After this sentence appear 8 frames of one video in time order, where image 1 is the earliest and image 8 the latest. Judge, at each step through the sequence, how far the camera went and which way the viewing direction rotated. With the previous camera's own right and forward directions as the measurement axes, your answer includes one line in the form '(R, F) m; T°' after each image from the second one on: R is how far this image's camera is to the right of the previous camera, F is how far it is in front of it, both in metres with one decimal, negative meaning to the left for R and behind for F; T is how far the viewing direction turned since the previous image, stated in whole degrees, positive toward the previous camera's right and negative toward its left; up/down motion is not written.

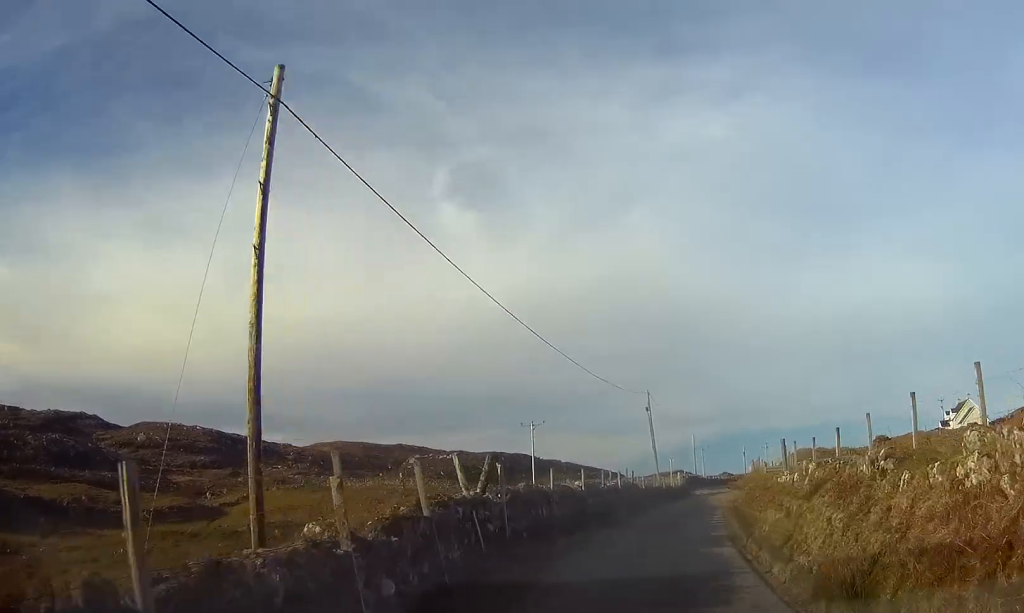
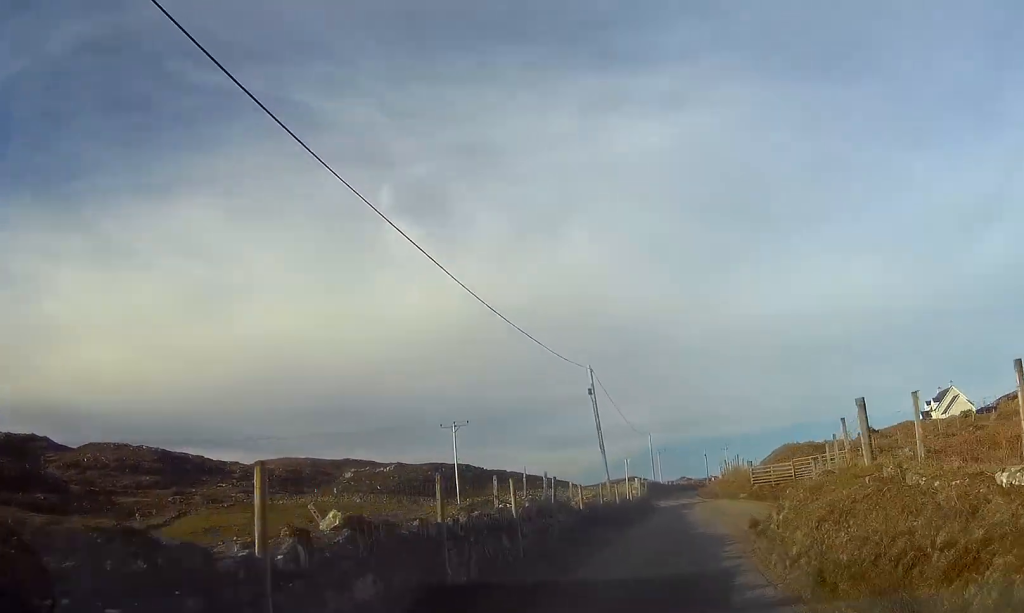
(+0.4, +14.5) m; +4°
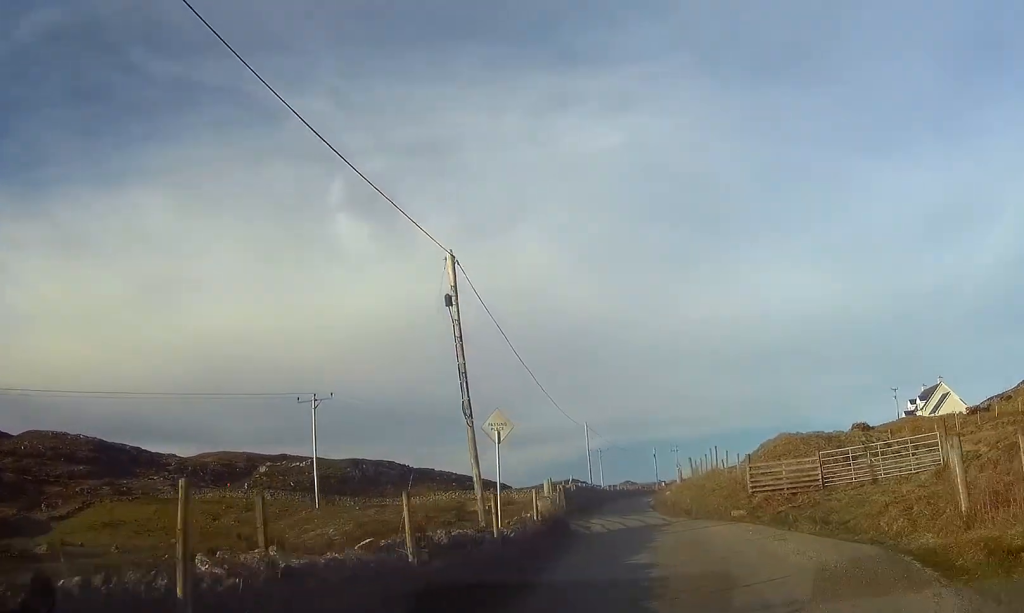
(+0.9, +18.9) m; +2°
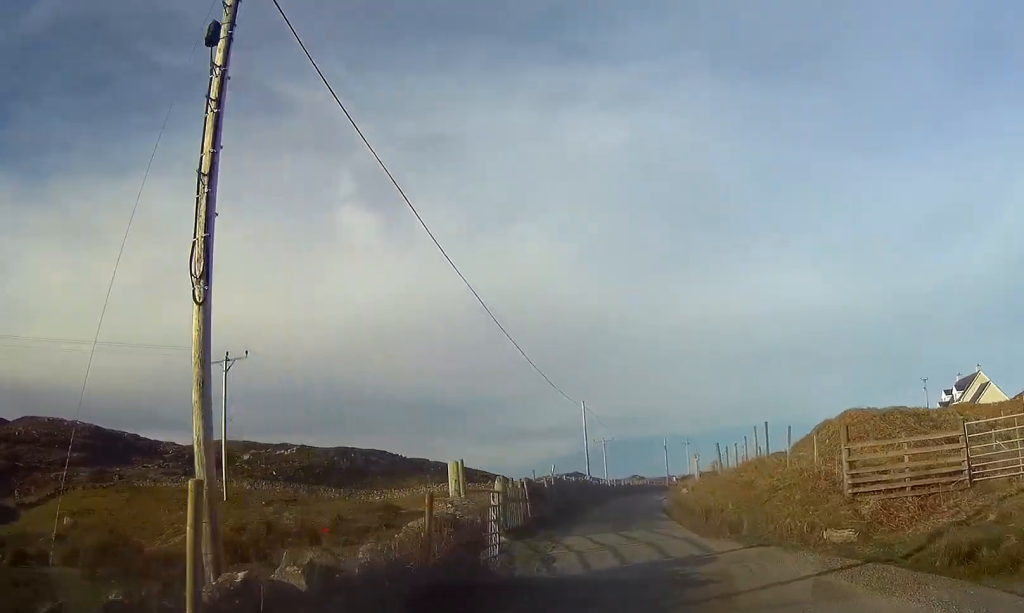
(0.0, +12.0) m; -1°
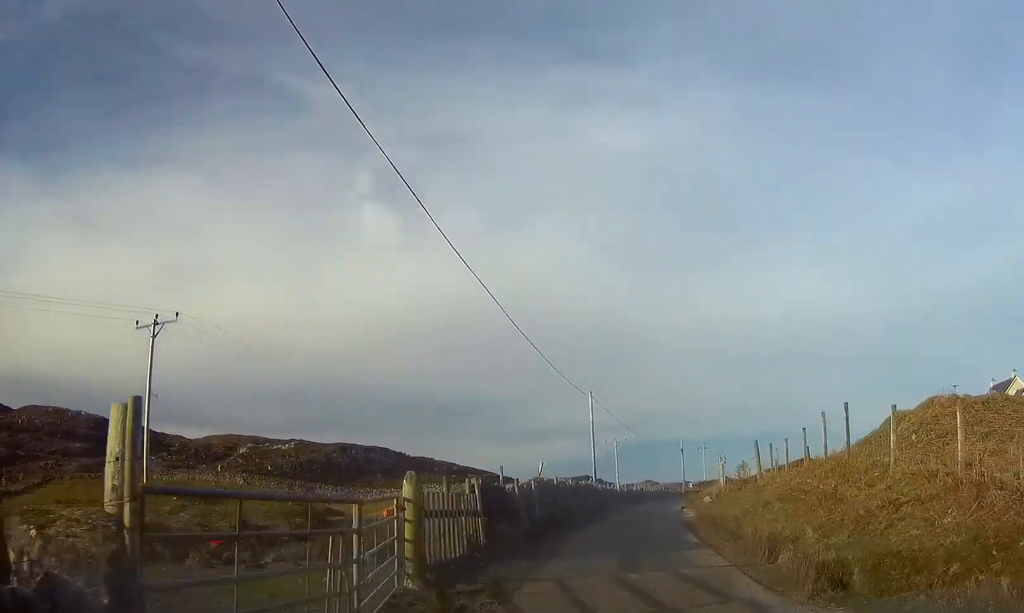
(-0.1, +7.5) m; 0°
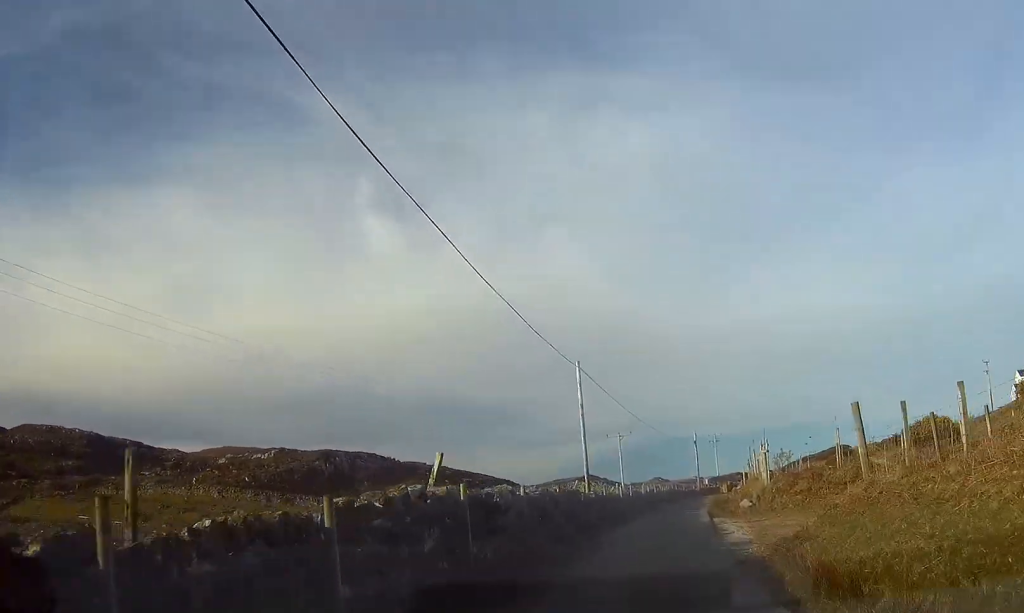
(-0.1, +12.0) m; 0°
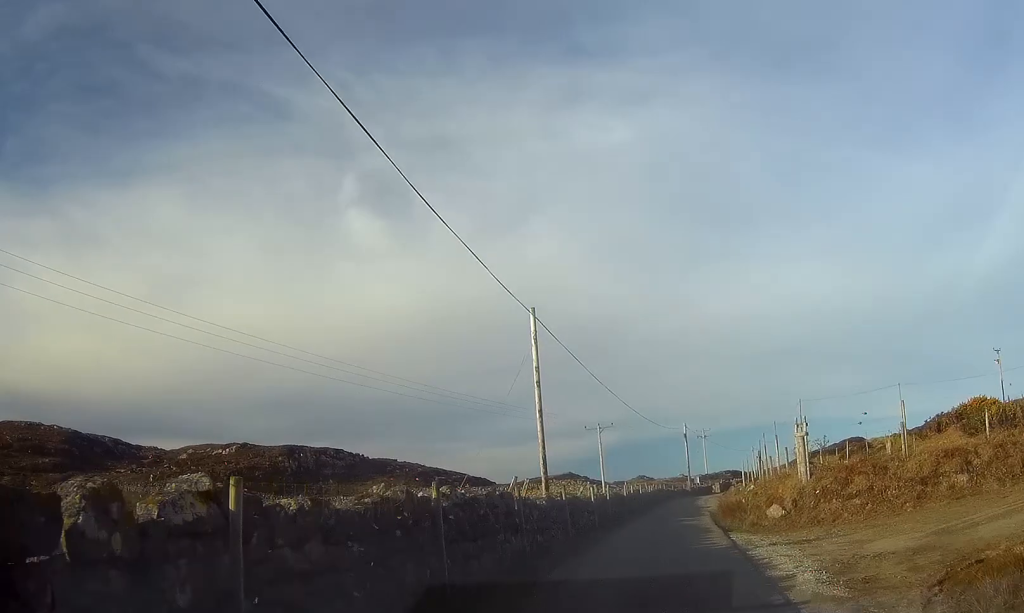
(0.0, +9.5) m; +1°
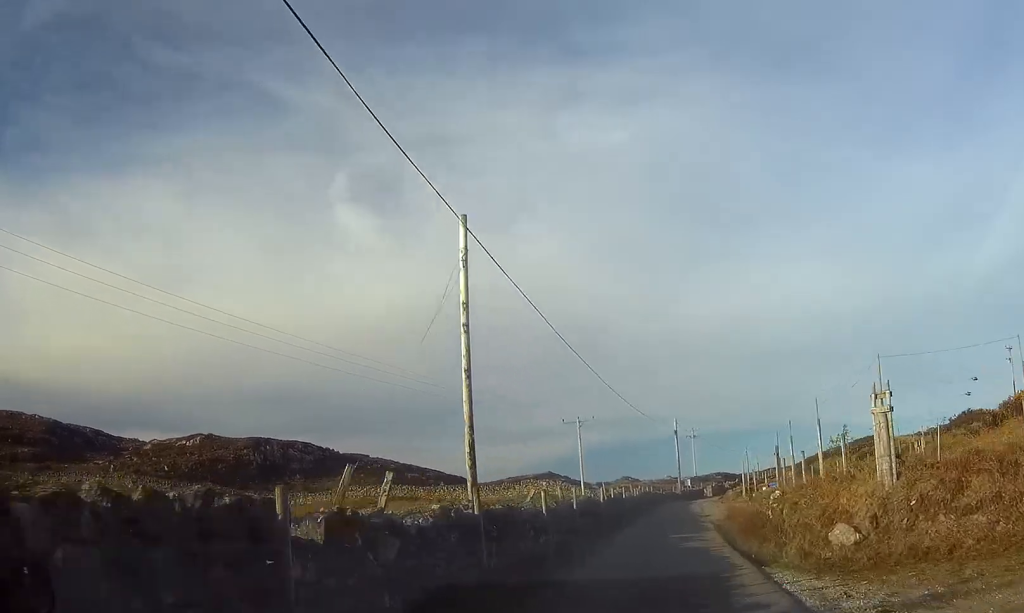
(+0.1, +8.0) m; +1°
